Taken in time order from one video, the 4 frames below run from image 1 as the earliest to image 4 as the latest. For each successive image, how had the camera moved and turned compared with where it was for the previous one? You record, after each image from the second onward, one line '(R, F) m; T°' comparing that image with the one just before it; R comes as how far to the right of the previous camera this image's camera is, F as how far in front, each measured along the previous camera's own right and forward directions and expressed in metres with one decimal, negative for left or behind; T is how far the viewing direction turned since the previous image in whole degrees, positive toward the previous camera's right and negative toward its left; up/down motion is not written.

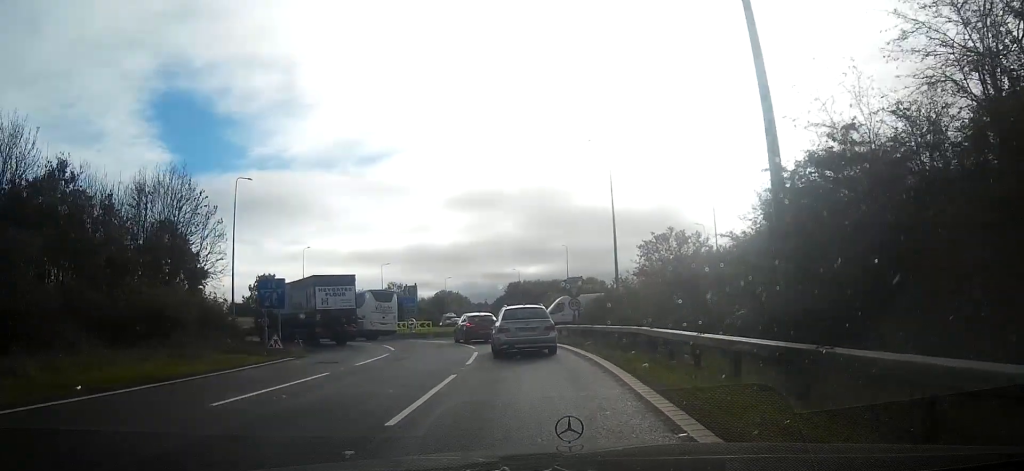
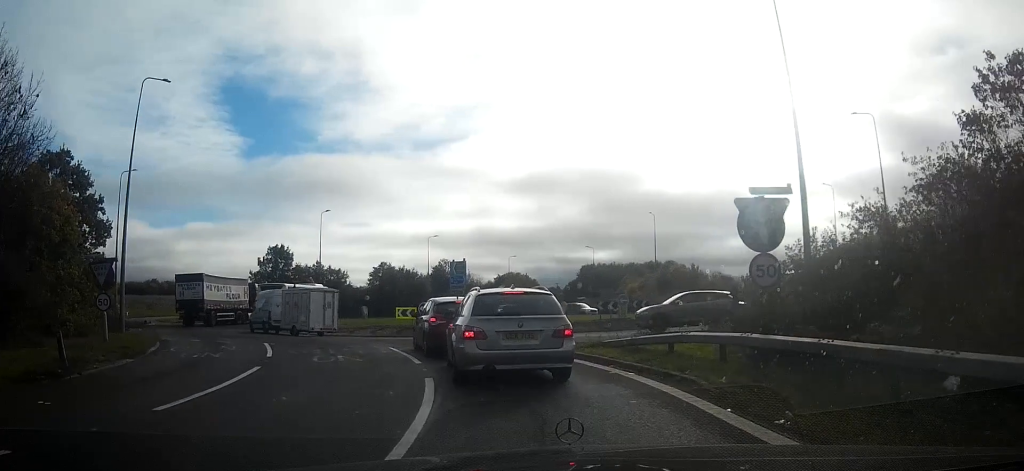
(-2.0, +21.2) m; -6°
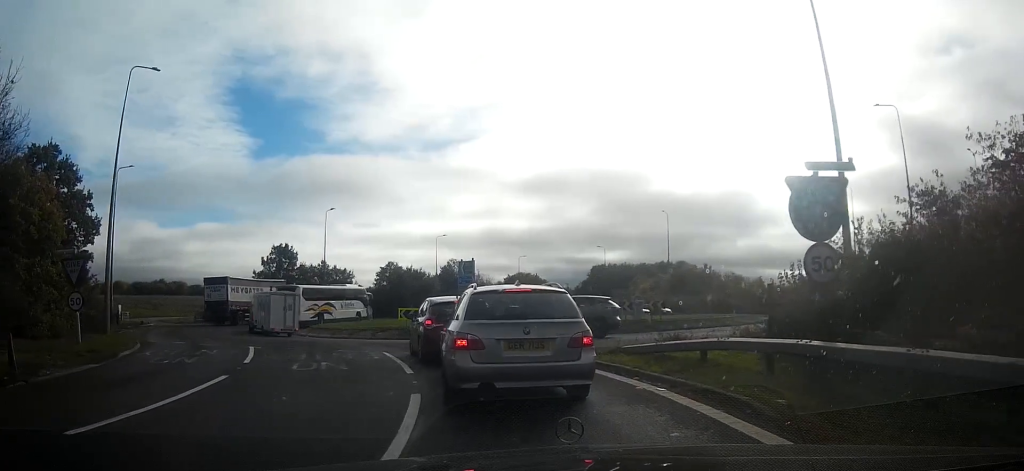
(+0.1, +2.6) m; +1°
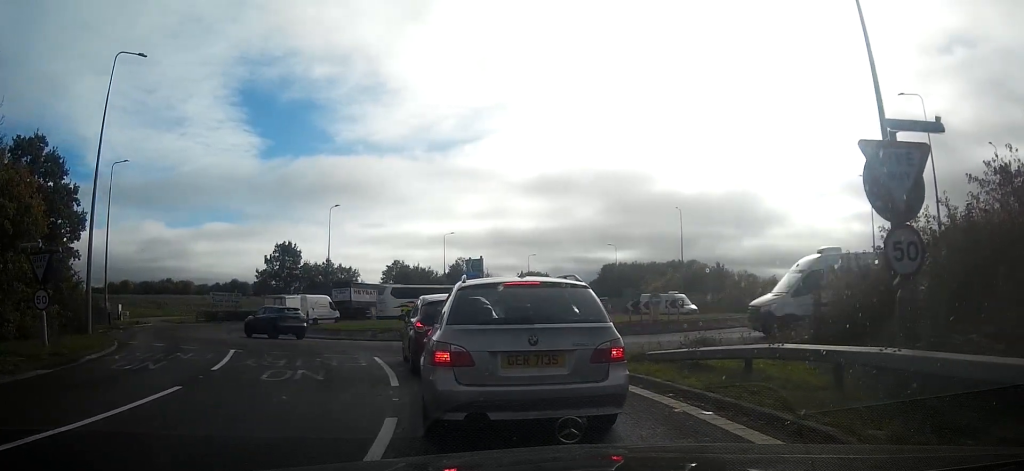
(+0.6, +2.0) m; 0°
